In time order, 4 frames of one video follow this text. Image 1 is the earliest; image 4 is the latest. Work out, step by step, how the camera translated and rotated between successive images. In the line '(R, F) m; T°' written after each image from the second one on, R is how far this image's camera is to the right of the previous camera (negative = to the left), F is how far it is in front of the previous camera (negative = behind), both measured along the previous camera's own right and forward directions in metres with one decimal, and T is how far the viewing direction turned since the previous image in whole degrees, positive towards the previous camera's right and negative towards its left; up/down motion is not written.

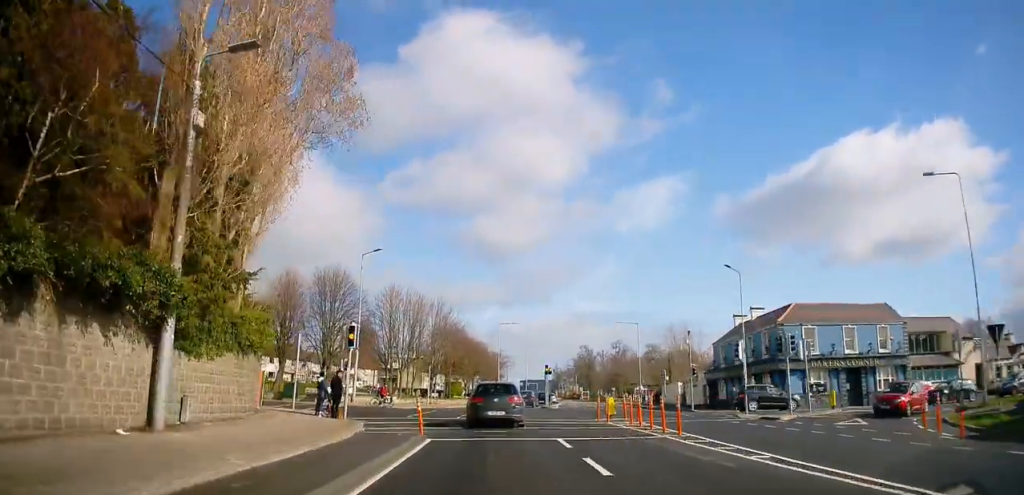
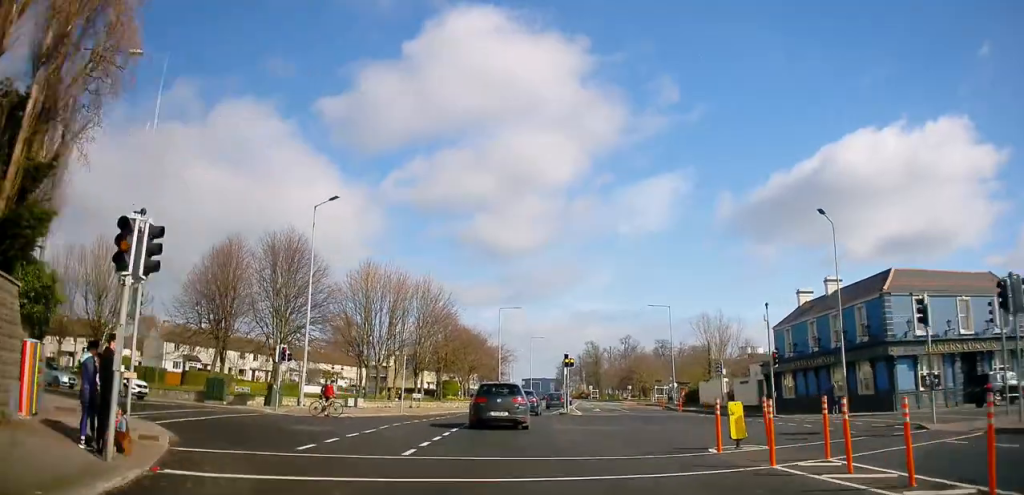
(0.0, +13.3) m; 0°
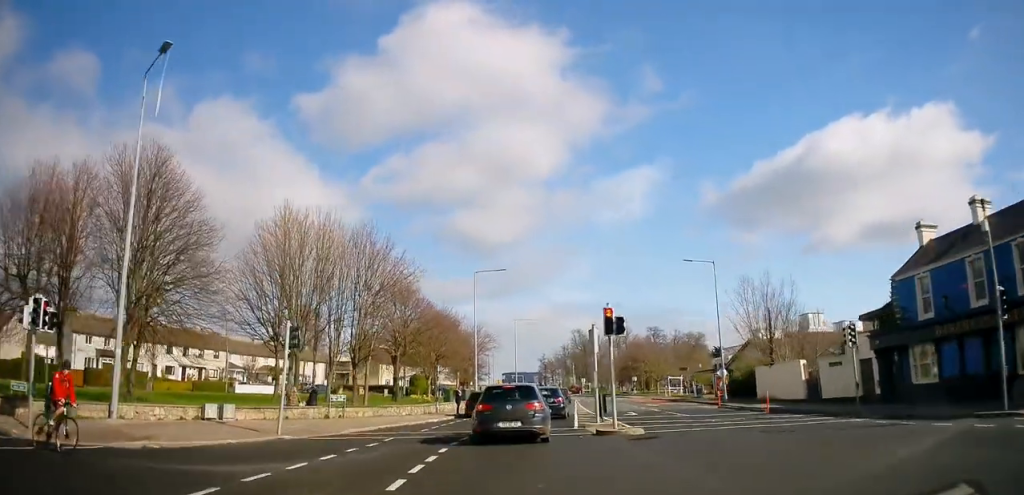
(+0.3, +17.7) m; +2°
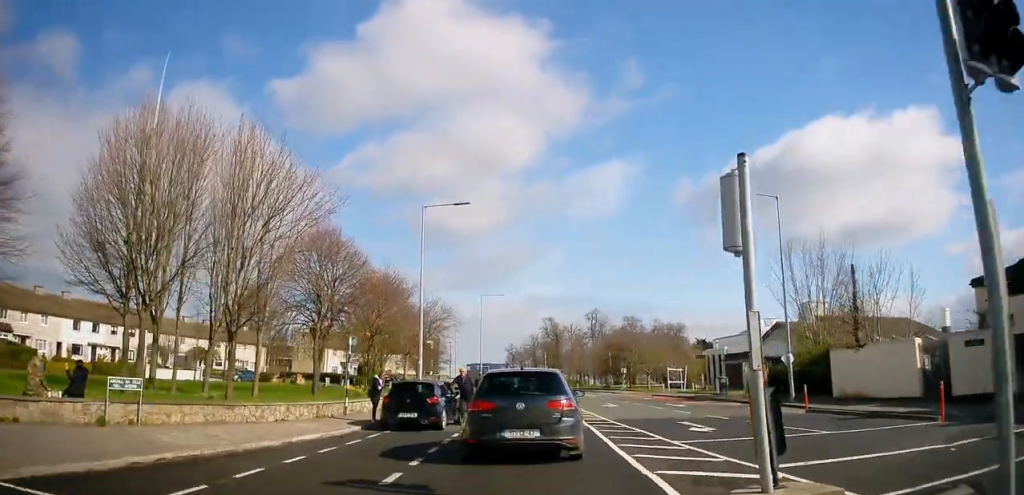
(+0.5, +15.2) m; +4°
